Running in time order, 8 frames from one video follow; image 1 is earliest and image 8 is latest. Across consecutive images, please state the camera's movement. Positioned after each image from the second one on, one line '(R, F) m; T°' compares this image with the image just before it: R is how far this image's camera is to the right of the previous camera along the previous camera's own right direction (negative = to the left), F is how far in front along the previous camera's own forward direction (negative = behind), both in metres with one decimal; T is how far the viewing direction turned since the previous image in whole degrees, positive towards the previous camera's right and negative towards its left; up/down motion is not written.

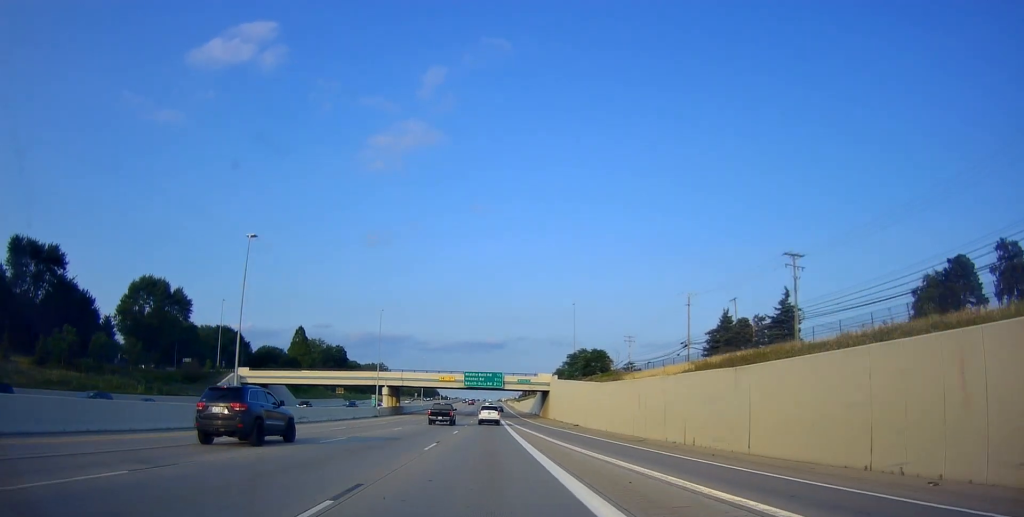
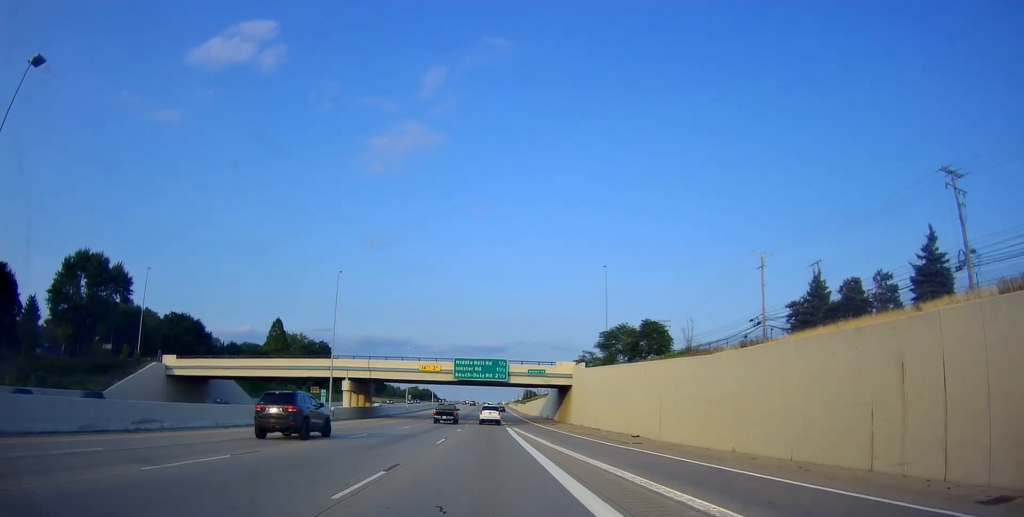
(0.0, +25.1) m; +1°
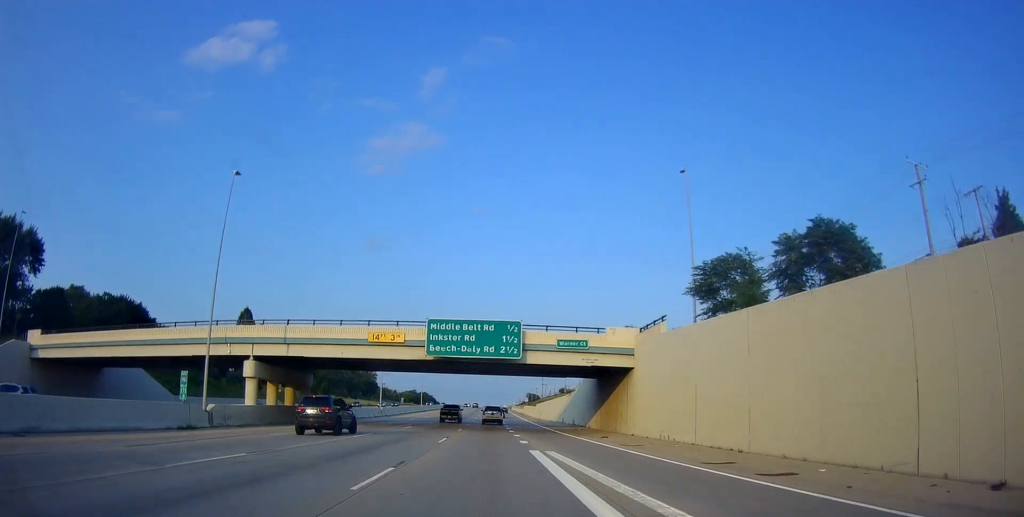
(+0.4, +28.2) m; 0°
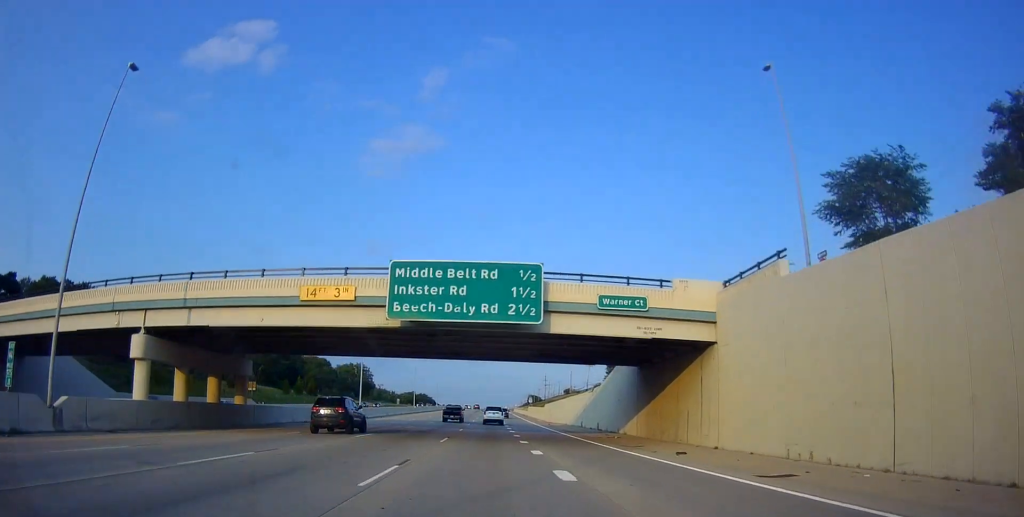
(0.0, +14.4) m; 0°
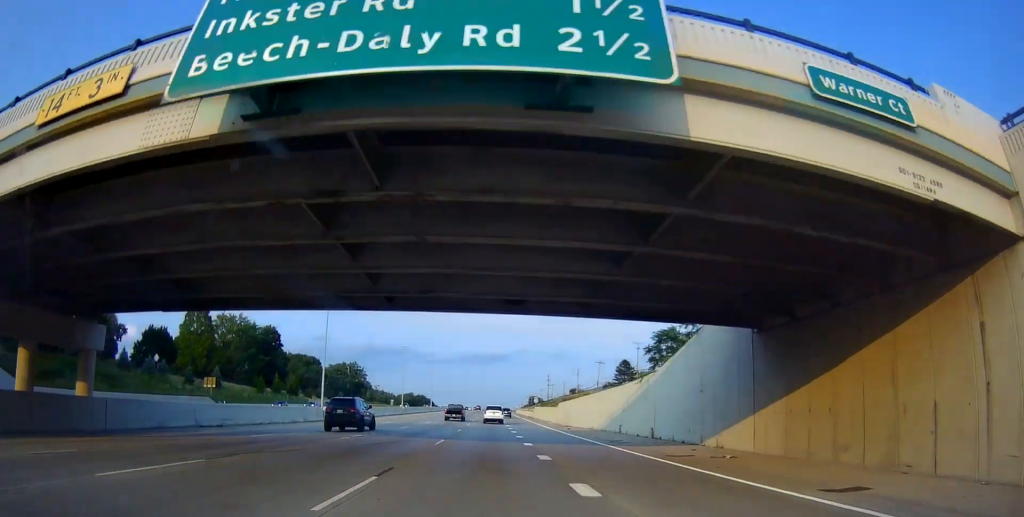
(-0.3, +17.3) m; -1°
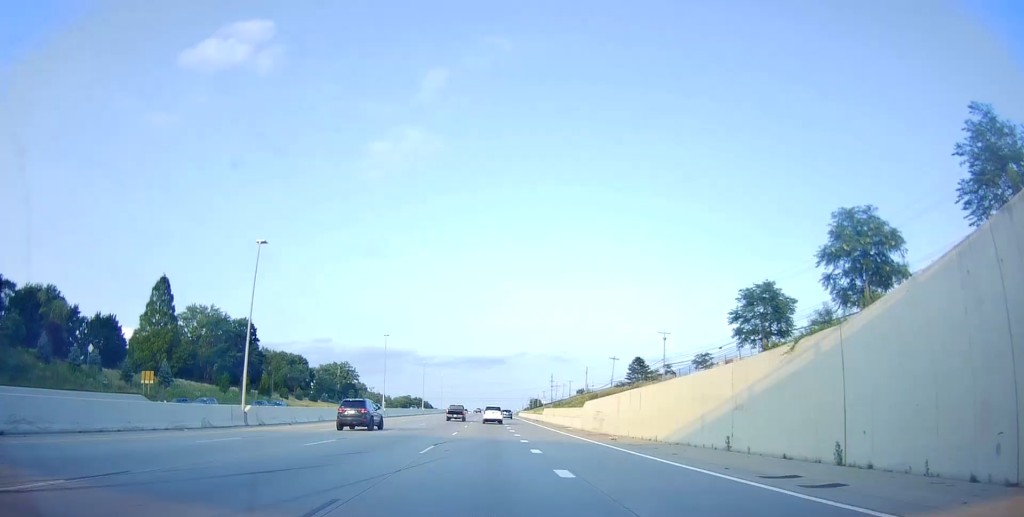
(0.0, +19.4) m; -1°
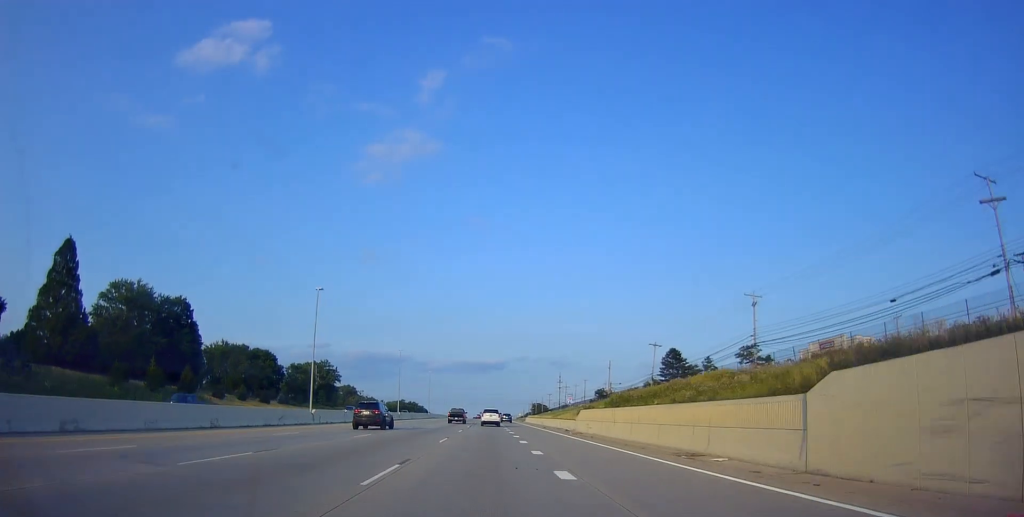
(-0.6, +37.3) m; 0°
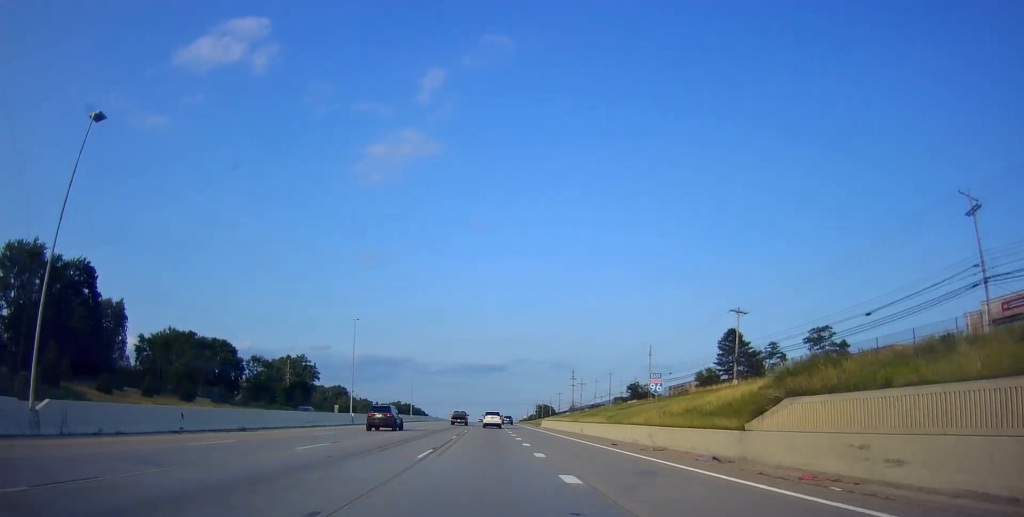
(+1.0, +38.0) m; +2°
